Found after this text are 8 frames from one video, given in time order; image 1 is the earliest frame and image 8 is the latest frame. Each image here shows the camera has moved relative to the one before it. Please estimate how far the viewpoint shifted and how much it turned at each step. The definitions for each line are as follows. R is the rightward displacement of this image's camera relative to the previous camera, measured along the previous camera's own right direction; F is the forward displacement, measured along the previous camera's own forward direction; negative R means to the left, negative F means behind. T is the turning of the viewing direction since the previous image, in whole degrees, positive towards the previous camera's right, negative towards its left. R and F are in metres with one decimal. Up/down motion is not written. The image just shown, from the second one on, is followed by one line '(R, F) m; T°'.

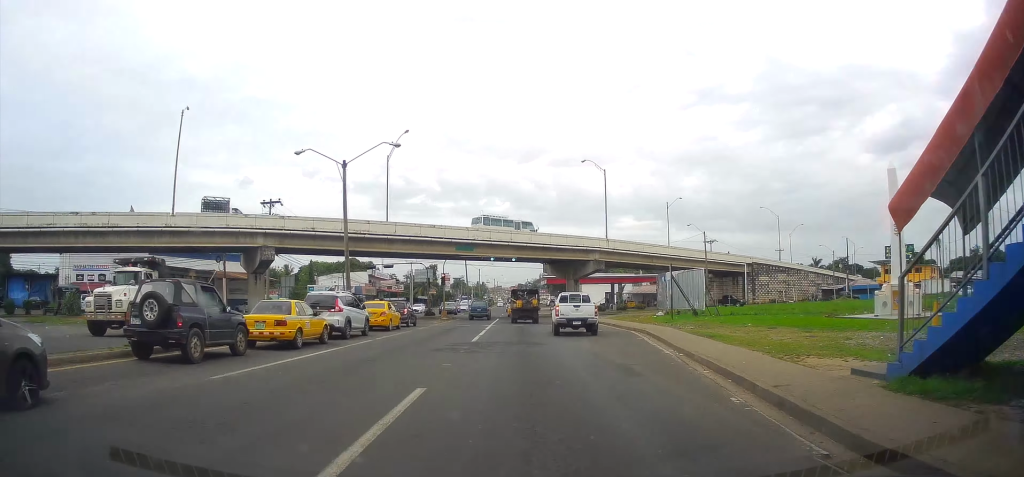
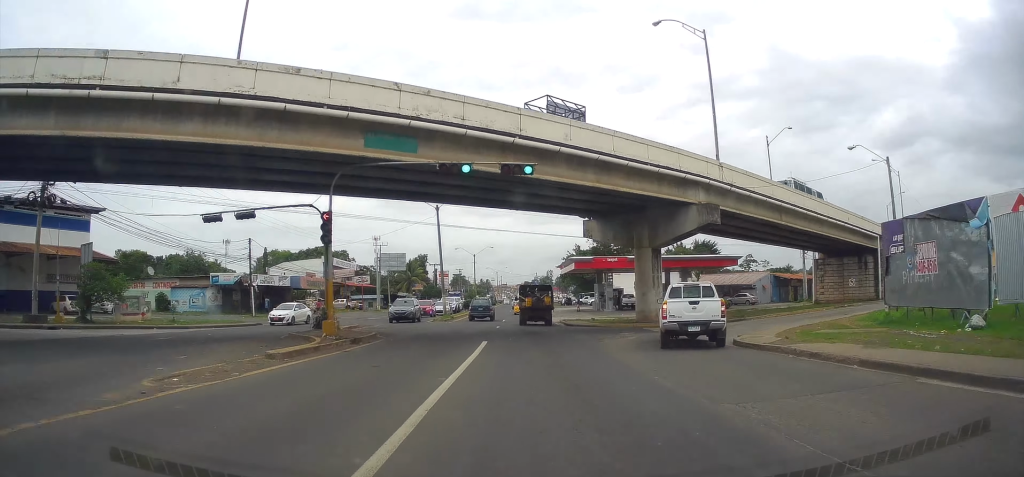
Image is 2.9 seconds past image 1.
(-0.3, +32.8) m; 0°
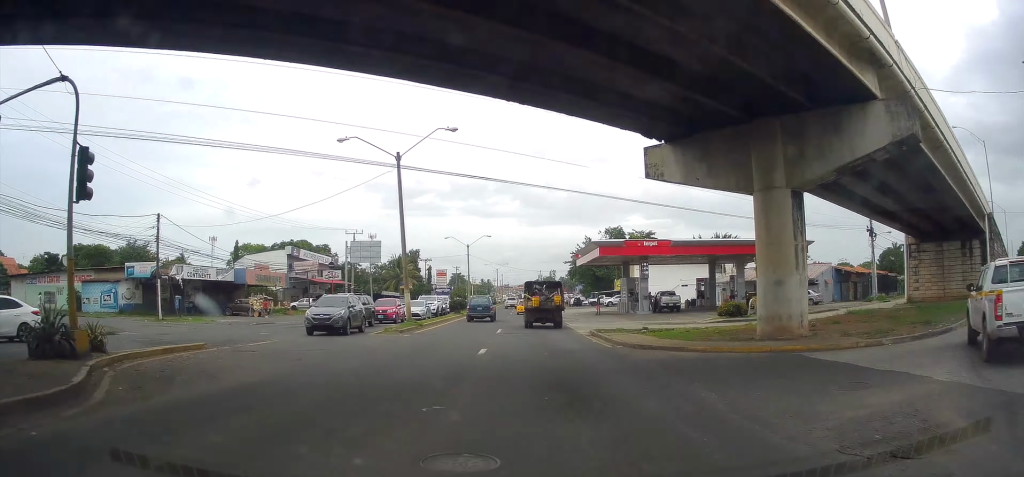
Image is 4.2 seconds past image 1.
(+0.3, +16.4) m; 0°
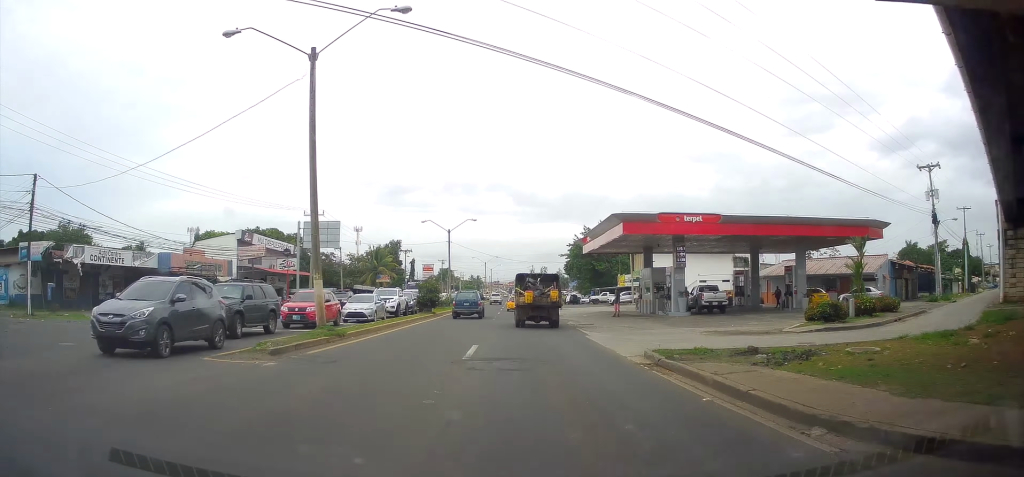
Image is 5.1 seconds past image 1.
(0.0, +12.4) m; 0°
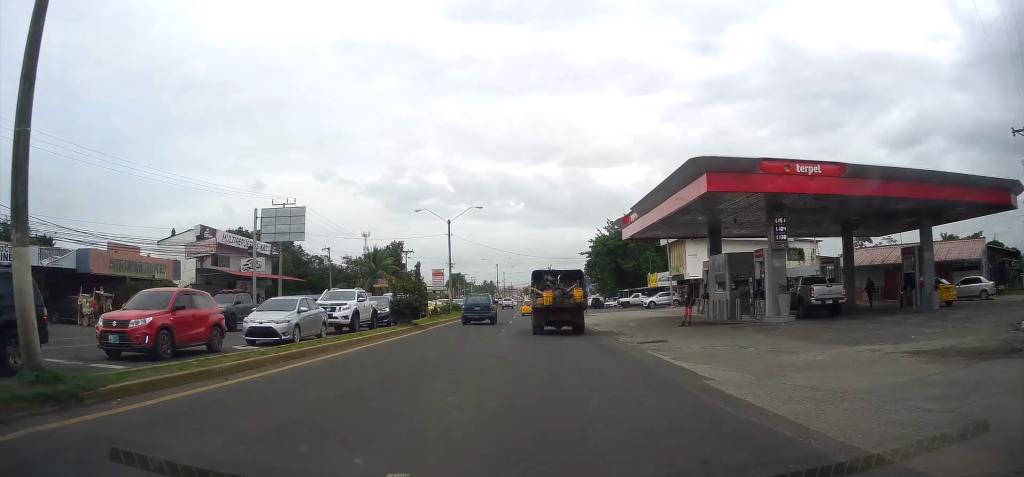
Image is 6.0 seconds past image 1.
(0.0, +12.7) m; -1°
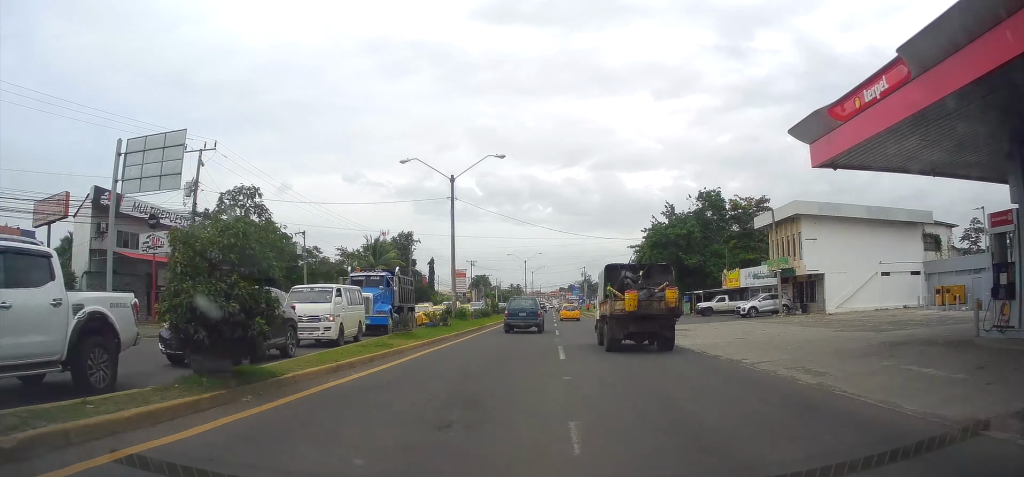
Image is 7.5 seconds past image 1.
(-0.2, +20.9) m; 0°
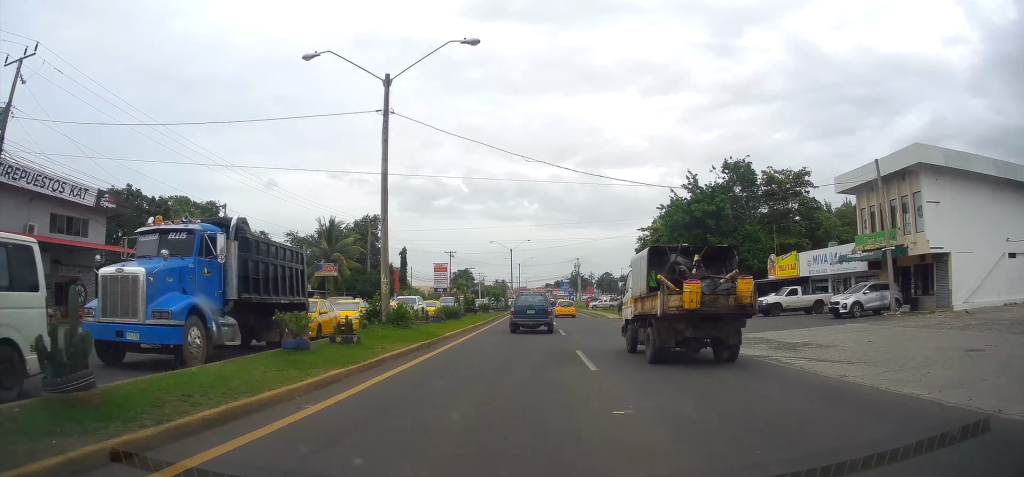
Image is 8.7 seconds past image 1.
(-0.3, +16.4) m; 0°
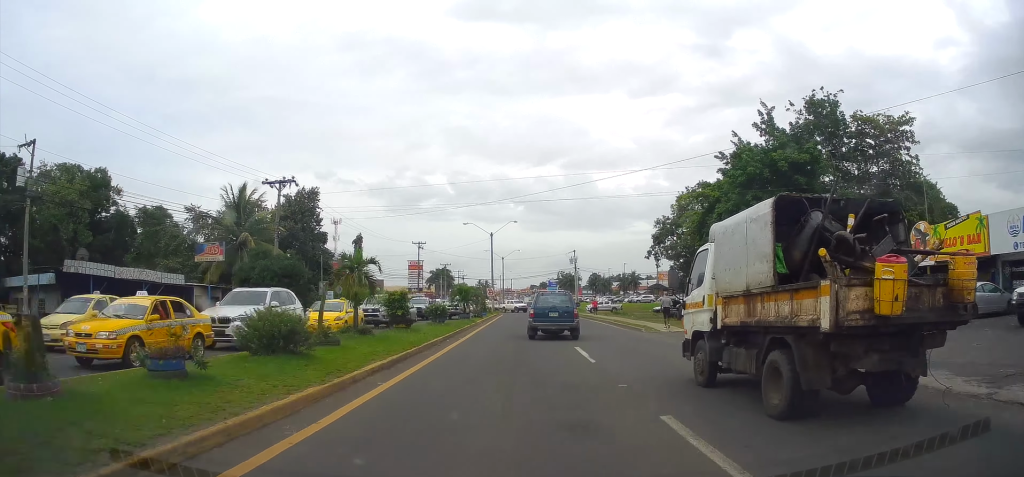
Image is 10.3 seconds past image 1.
(+0.4, +23.1) m; 0°
